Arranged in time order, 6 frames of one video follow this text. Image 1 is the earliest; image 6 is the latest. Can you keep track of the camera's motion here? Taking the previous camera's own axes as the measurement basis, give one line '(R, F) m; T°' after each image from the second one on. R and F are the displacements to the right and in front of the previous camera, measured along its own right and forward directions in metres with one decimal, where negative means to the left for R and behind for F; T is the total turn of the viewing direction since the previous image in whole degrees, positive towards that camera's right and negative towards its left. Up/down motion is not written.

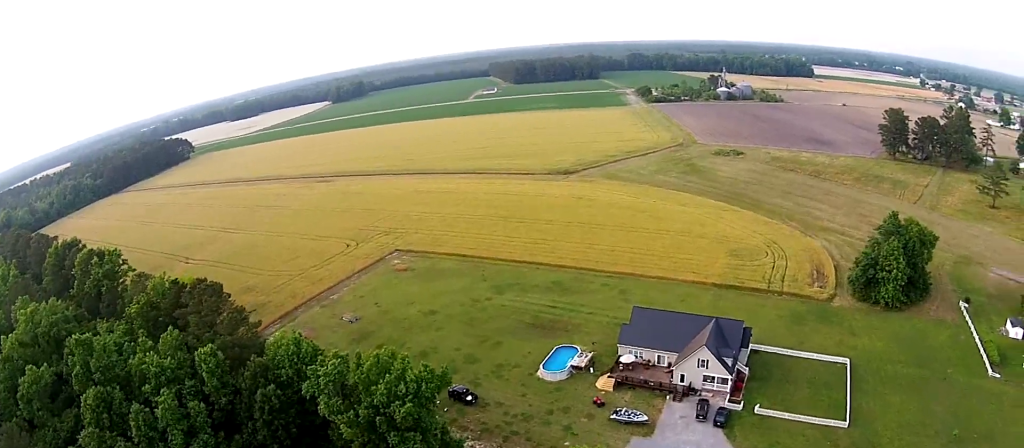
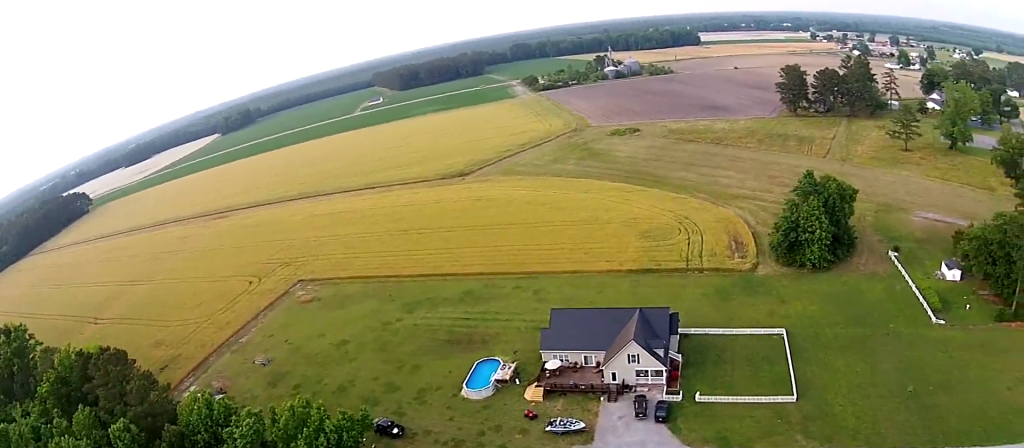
(+0.1, +6.1) m; +7°
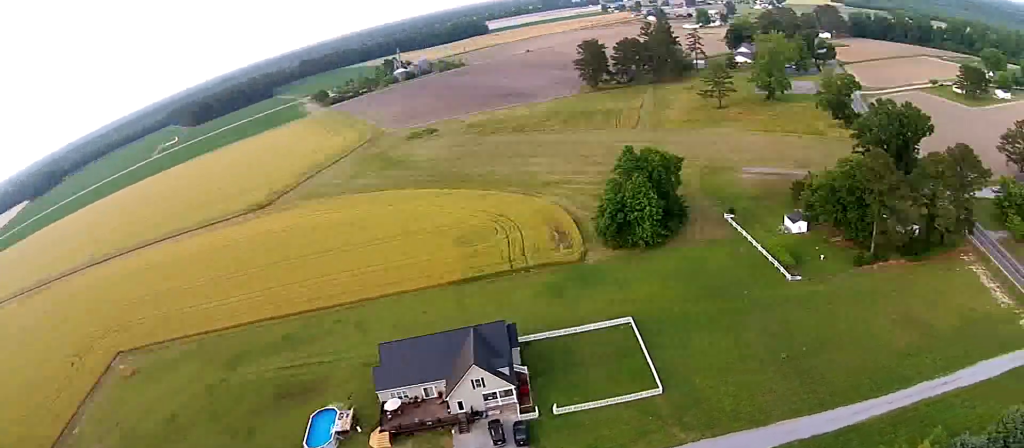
(+1.1, +9.5) m; +9°
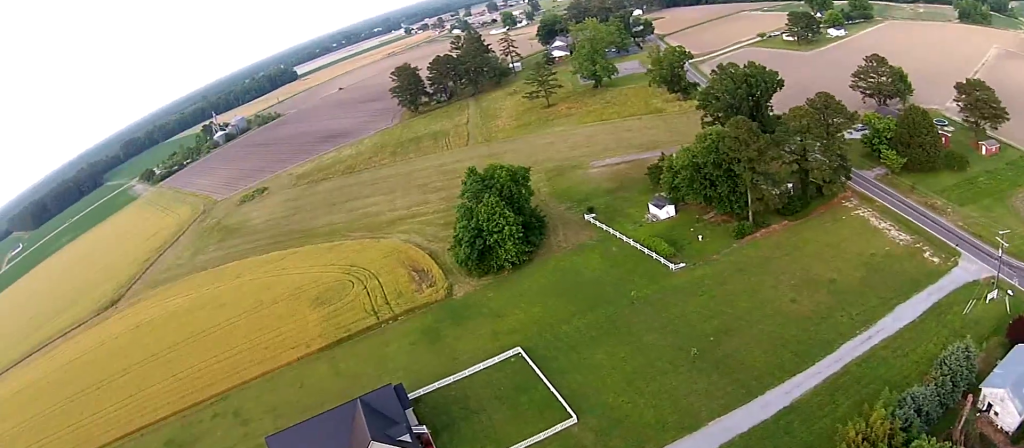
(+0.7, +9.3) m; +7°
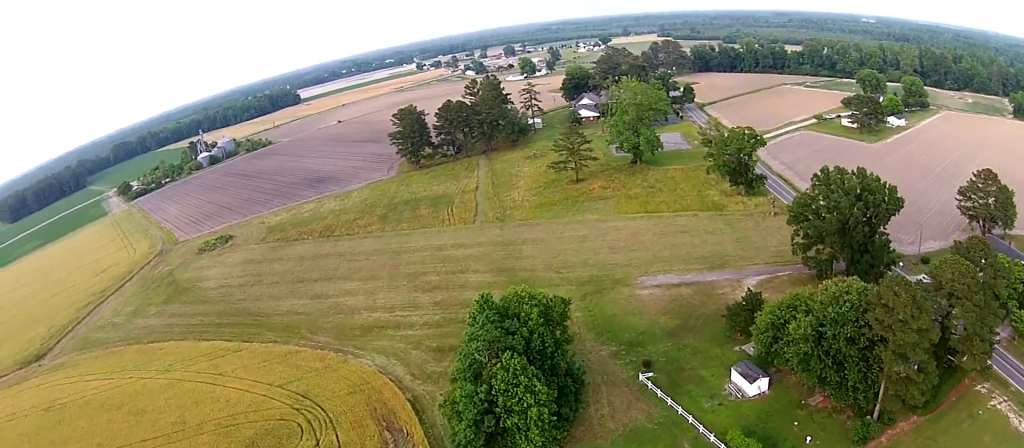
(+4.0, +45.4) m; -3°
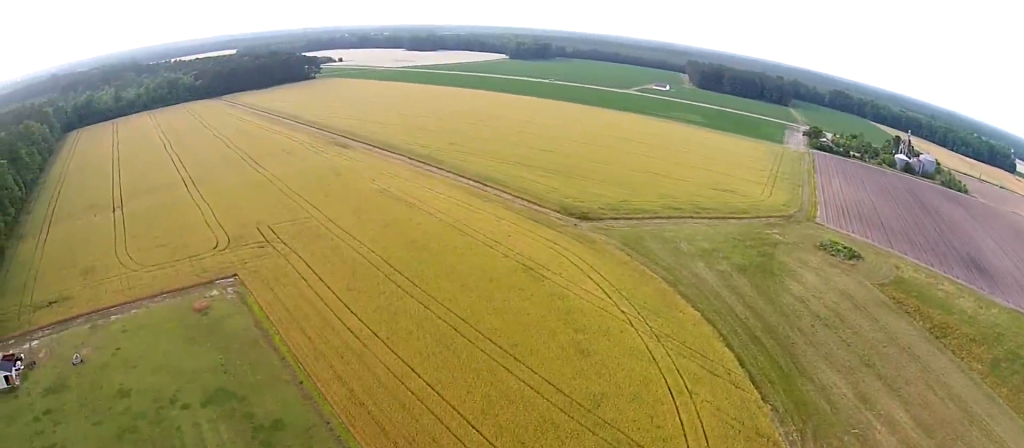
(-8.6, +30.0) m; -35°
